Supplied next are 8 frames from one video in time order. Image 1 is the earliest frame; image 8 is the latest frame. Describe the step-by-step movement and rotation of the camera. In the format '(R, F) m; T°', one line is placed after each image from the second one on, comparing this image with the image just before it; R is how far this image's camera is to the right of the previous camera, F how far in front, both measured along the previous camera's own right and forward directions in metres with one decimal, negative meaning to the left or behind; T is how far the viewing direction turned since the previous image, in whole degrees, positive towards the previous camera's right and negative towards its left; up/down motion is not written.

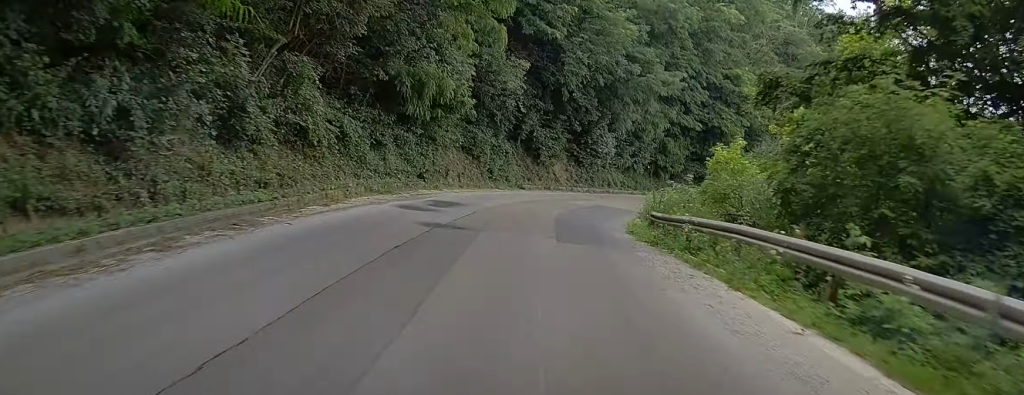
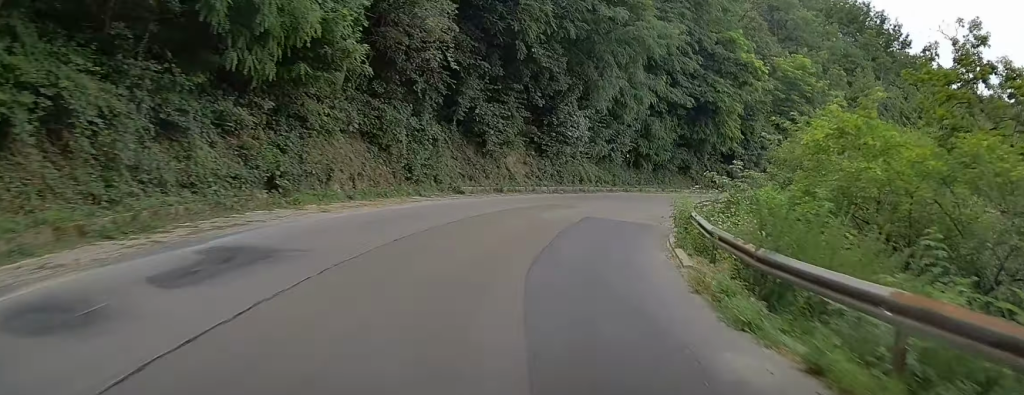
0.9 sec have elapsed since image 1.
(+0.6, +14.3) m; +6°
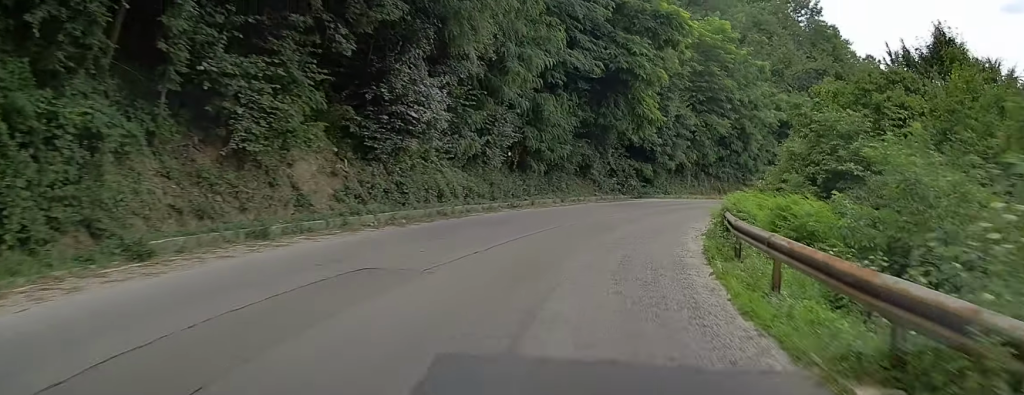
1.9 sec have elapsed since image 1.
(+1.3, +16.1) m; +11°
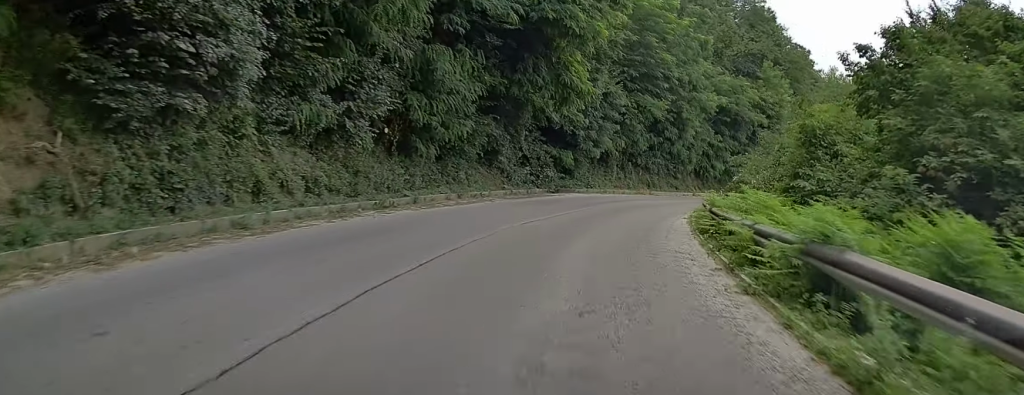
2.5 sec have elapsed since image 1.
(+0.4, +9.6) m; +7°
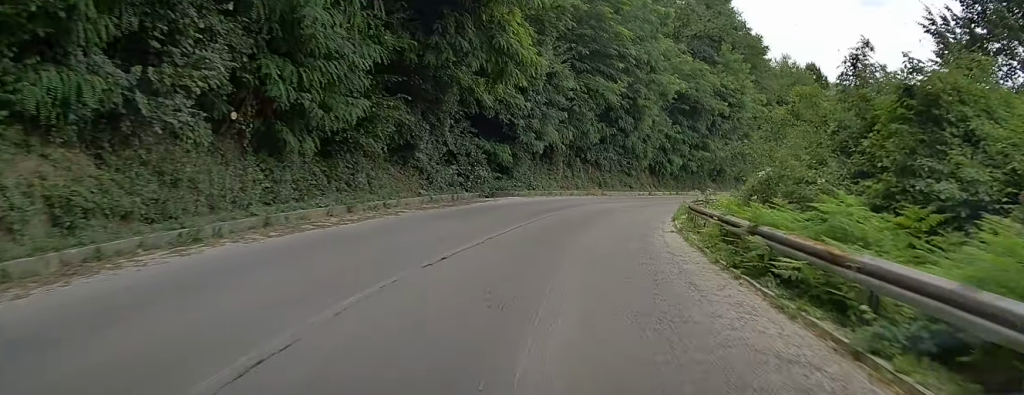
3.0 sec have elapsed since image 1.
(+0.5, +8.1) m; +6°
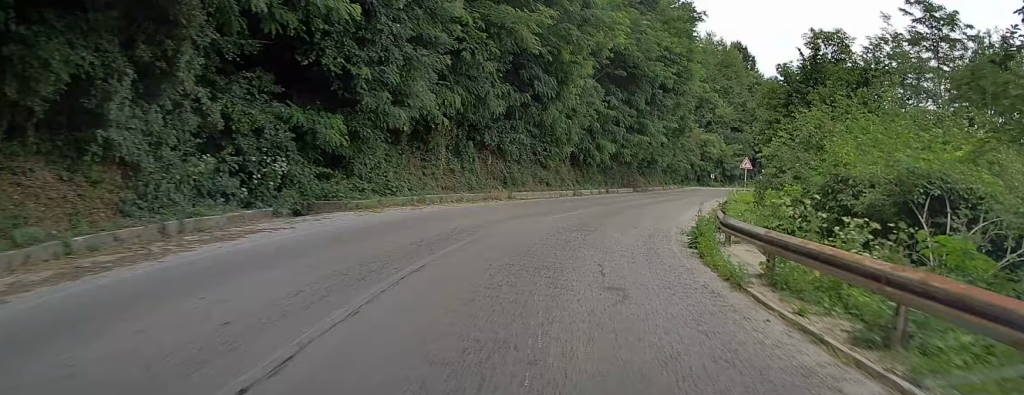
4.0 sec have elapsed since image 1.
(+1.8, +16.2) m; +11°
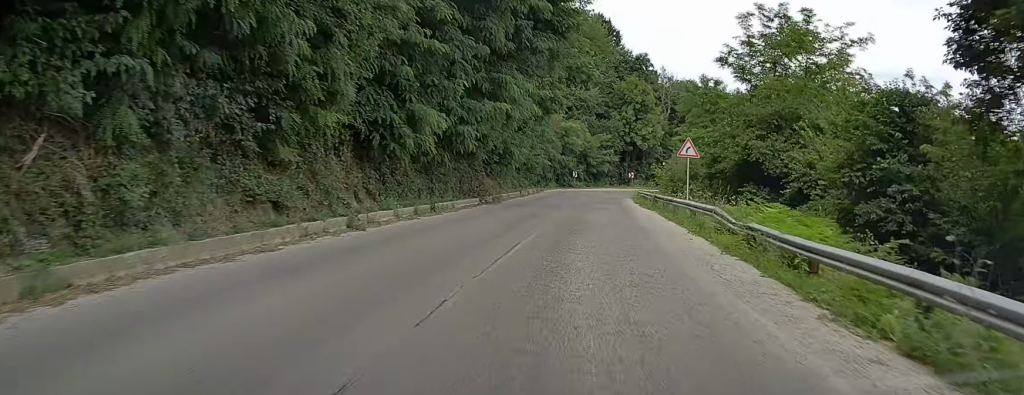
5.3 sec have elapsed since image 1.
(+2.1, +23.0) m; +10°
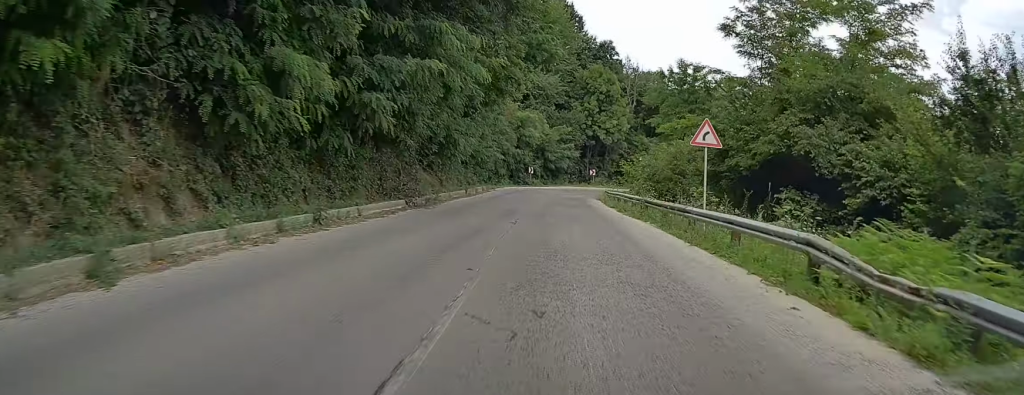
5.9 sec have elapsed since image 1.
(+0.4, +9.2) m; +2°
